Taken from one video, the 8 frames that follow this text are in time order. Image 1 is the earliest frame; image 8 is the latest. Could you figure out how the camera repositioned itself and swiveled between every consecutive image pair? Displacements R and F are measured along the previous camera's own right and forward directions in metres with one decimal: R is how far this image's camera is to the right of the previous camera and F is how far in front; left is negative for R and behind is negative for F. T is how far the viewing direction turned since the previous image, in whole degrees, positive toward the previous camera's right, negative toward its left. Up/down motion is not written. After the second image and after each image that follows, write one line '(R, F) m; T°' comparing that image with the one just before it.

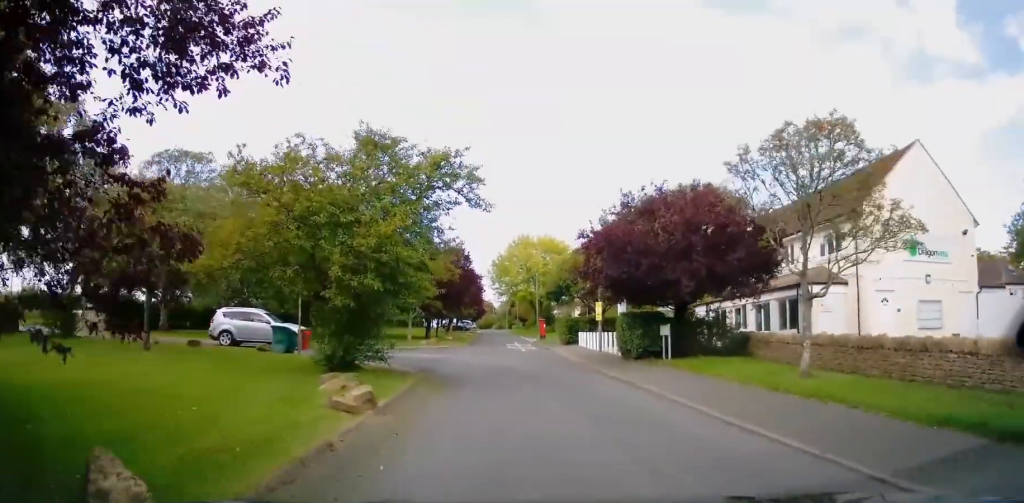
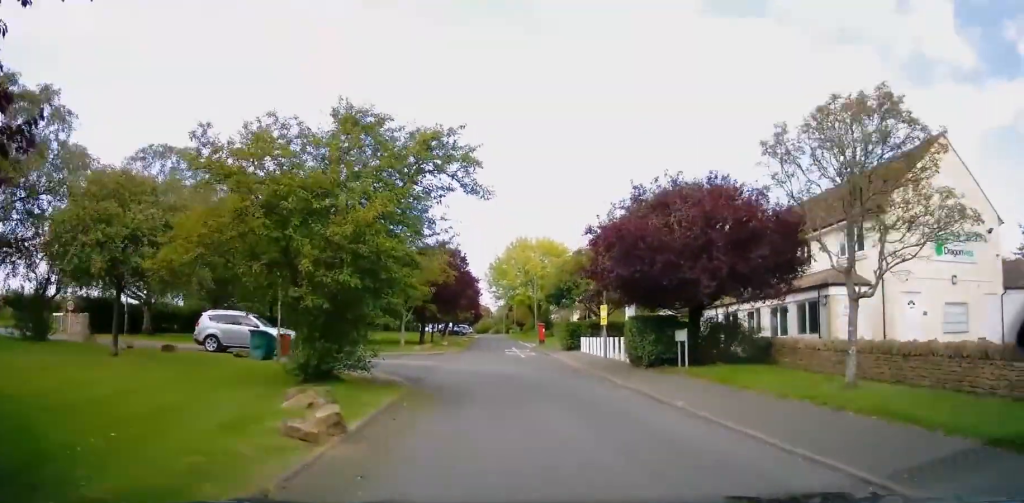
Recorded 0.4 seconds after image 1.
(+0.1, +2.0) m; 0°
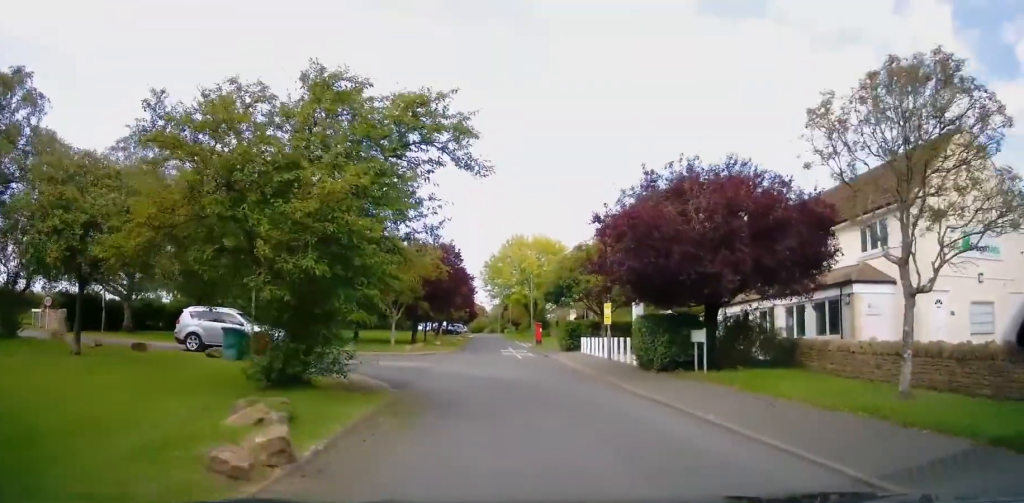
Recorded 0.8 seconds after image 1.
(+0.1, +1.9) m; 0°
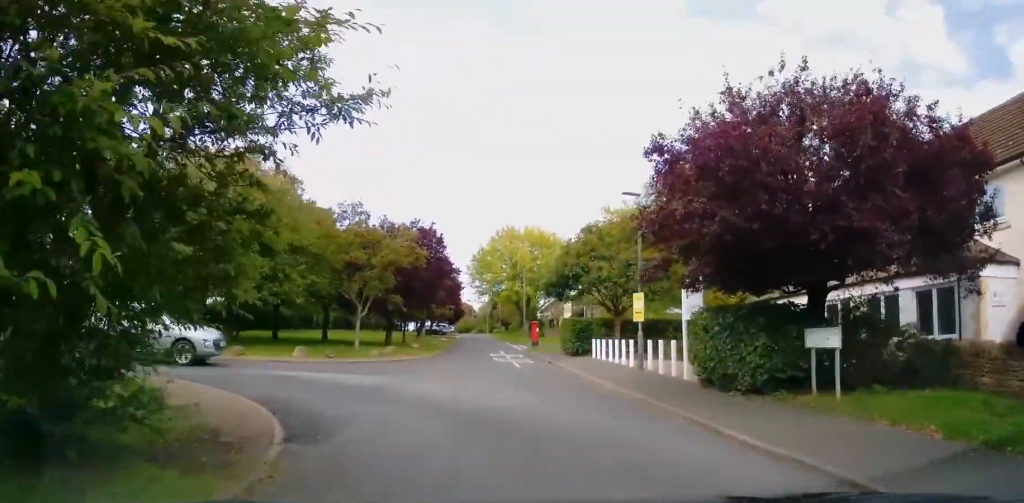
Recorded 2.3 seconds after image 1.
(-0.1, +6.9) m; +1°
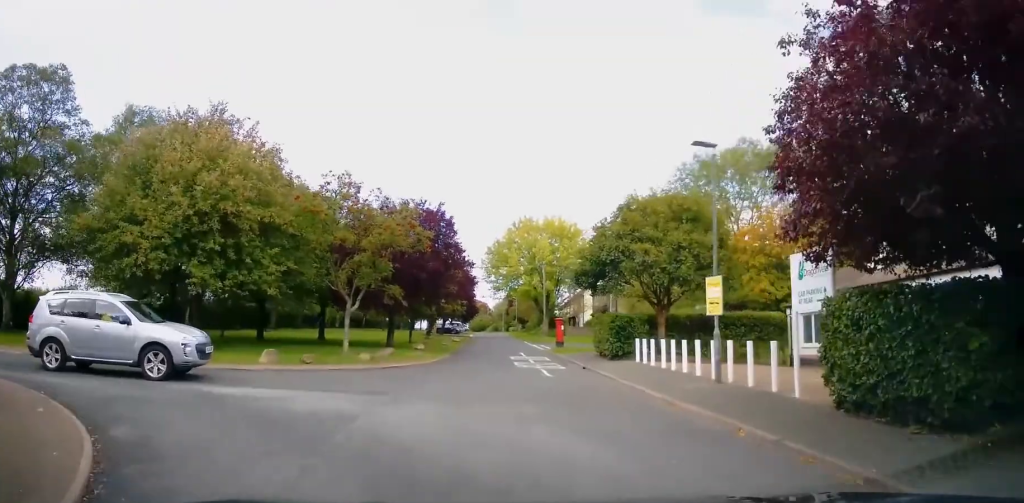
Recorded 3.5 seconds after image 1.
(0.0, +4.9) m; -5°
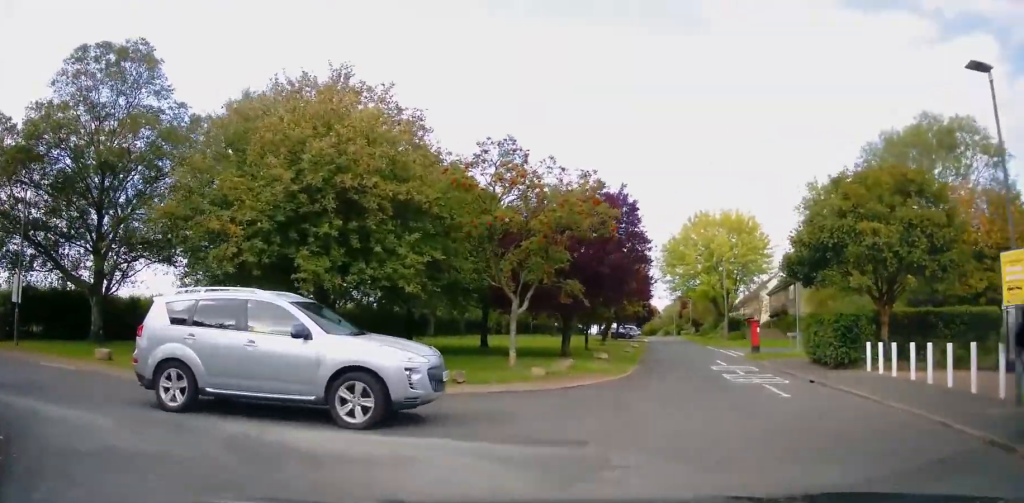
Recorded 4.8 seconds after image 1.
(-0.4, +4.6) m; -13°
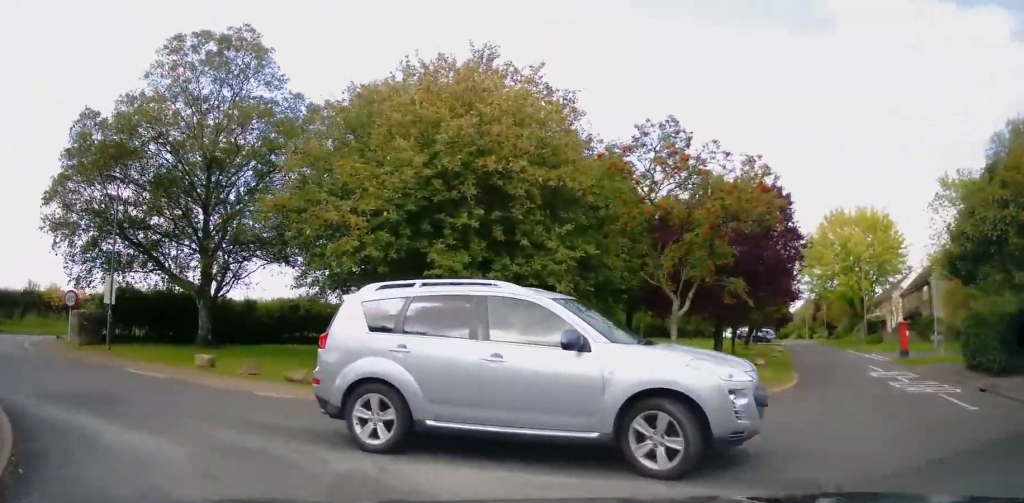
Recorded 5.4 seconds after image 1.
(-0.1, +2.1) m; -12°
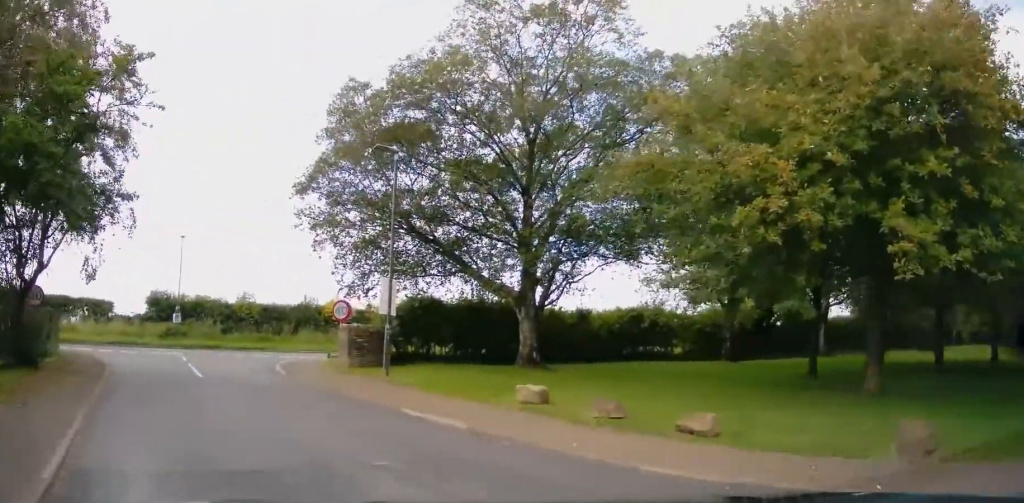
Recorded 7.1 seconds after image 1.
(-1.8, +4.9) m; -38°
